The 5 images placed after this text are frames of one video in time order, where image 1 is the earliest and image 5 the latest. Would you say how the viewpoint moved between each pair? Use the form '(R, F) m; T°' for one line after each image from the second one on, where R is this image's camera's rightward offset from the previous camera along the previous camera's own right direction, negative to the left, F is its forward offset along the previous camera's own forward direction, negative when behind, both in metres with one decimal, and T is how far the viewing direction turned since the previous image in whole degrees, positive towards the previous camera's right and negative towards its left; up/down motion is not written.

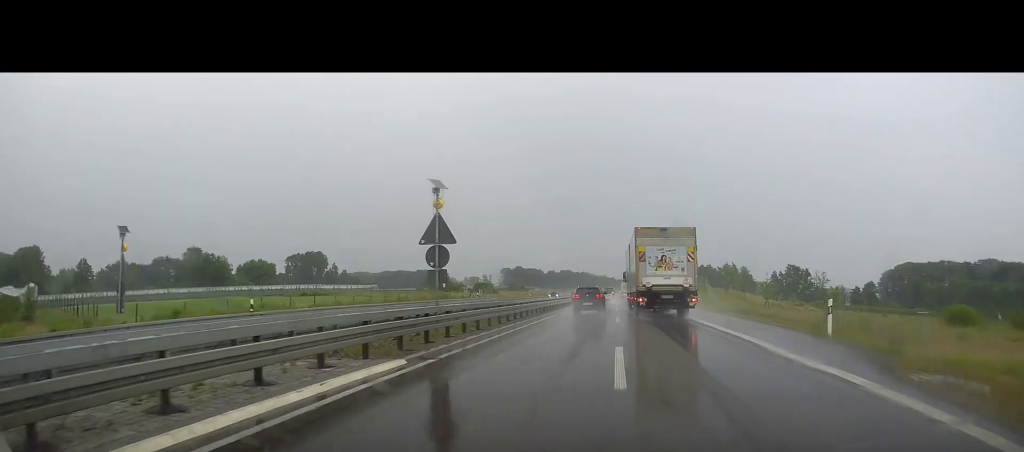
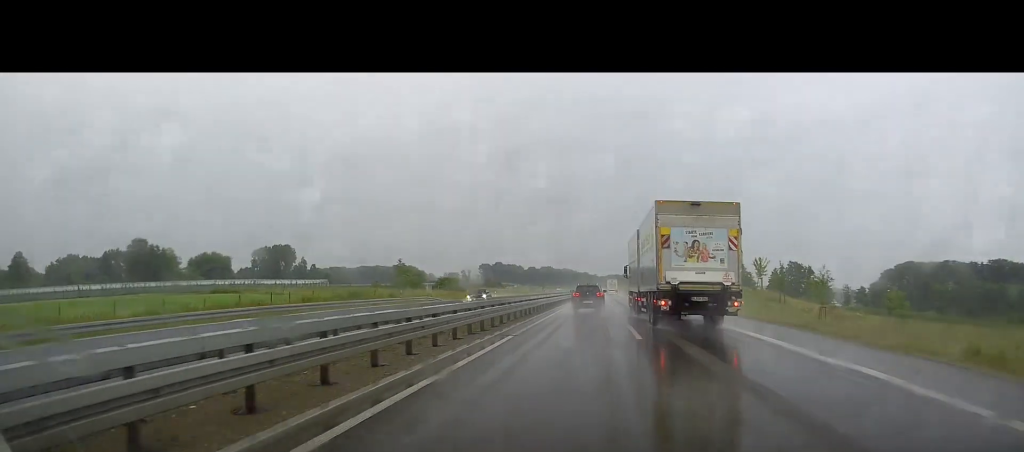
(+0.5, +27.5) m; +1°
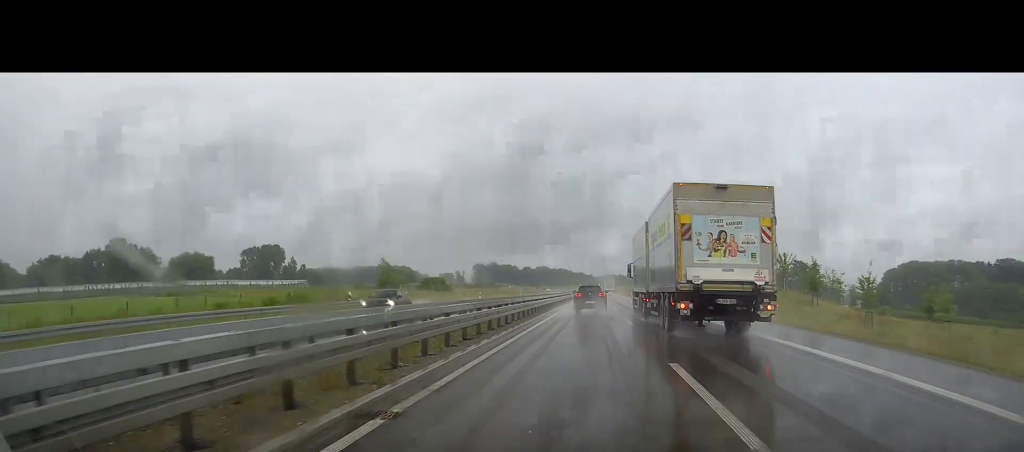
(0.0, +11.5) m; 0°
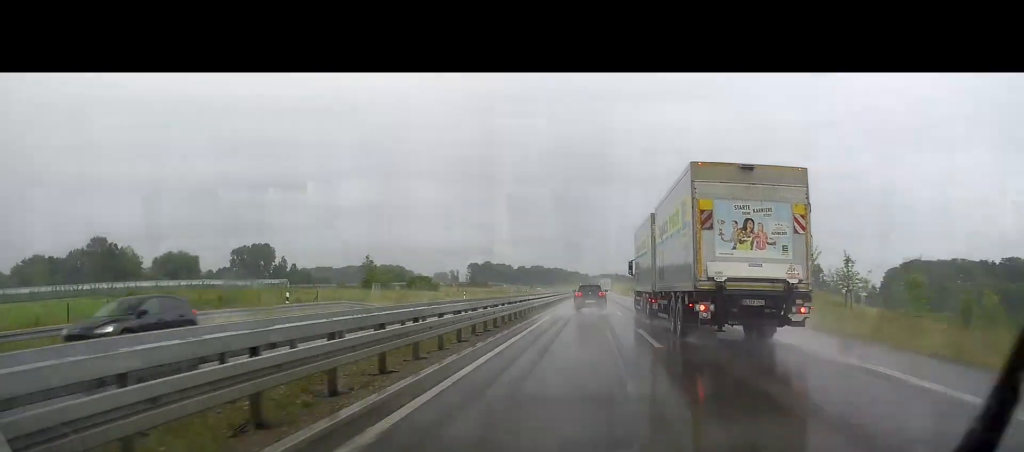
(-0.1, +8.8) m; +1°
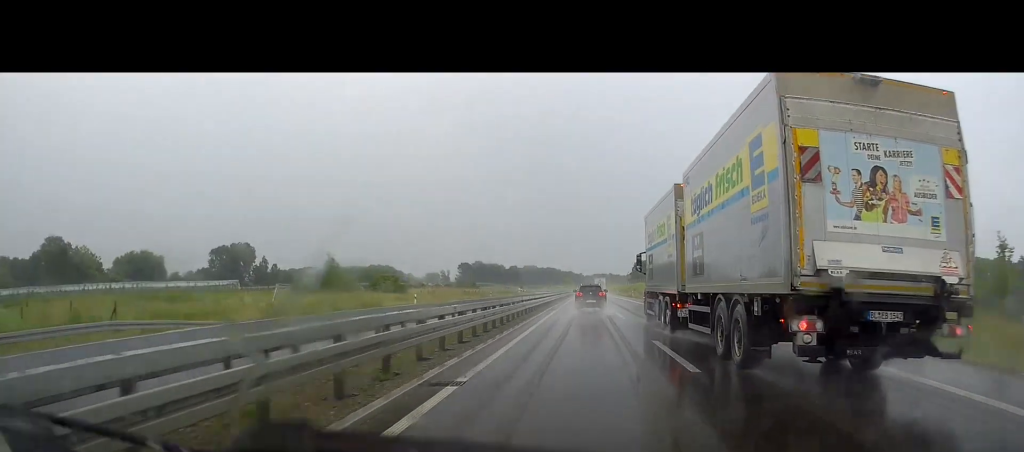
(+0.3, +21.8) m; +1°
